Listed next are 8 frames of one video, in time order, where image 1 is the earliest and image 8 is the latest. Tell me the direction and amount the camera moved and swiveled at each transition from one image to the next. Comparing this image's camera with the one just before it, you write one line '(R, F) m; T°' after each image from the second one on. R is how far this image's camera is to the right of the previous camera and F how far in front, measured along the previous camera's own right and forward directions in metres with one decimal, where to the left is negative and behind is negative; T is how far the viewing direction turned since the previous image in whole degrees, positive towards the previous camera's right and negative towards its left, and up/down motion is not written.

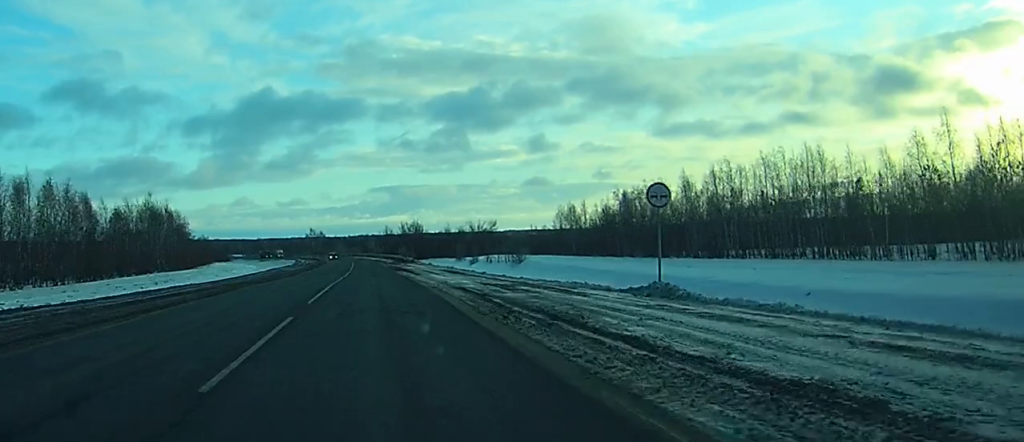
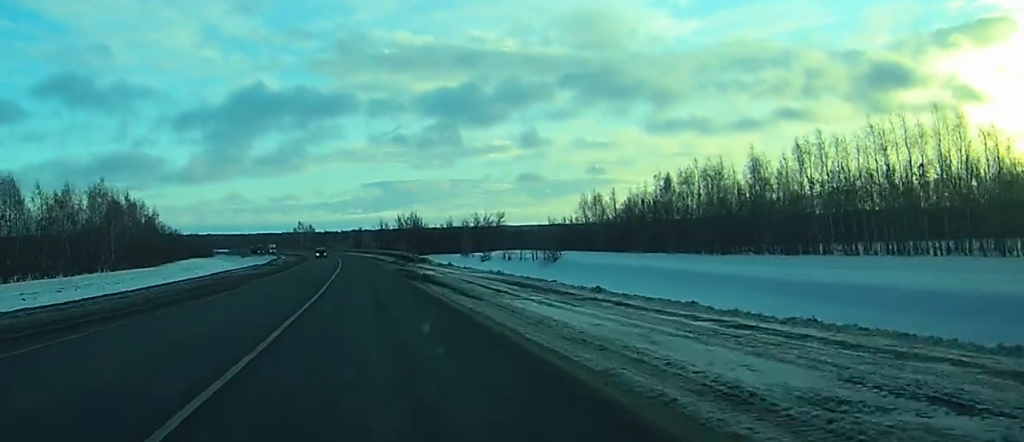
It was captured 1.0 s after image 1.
(-0.2, +28.7) m; 0°
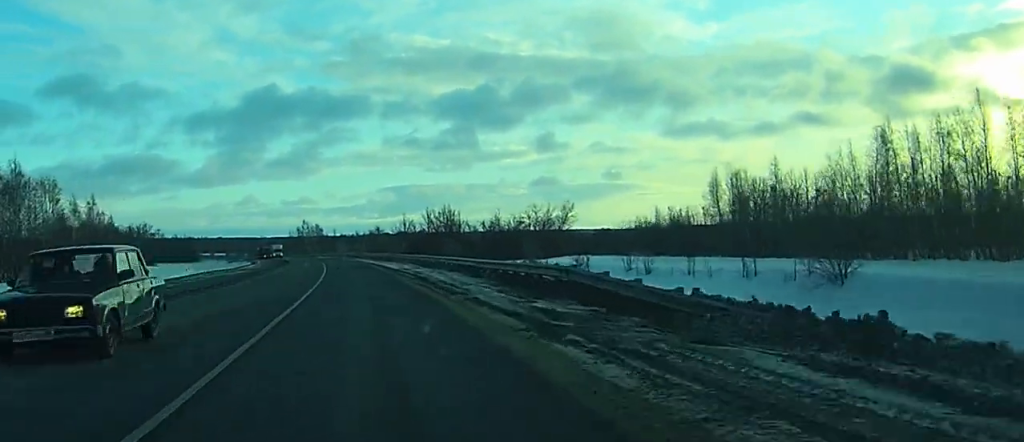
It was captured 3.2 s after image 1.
(-0.3, +64.1) m; -1°
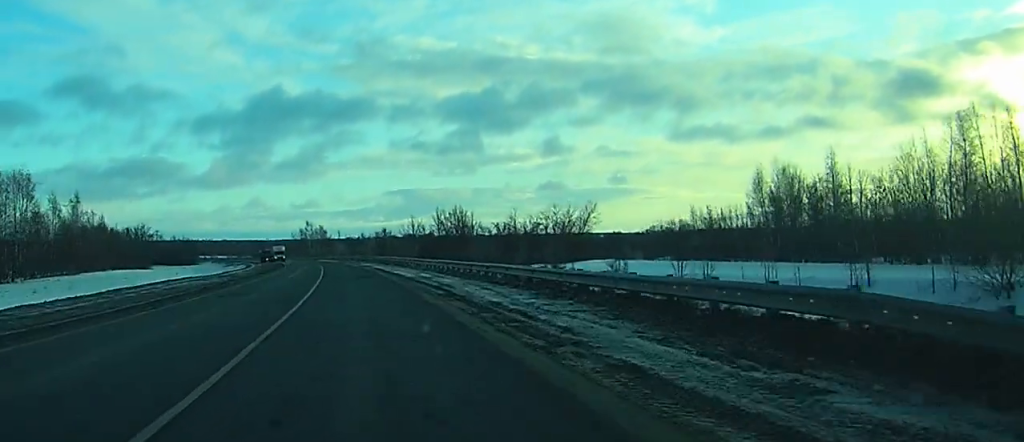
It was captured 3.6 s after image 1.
(0.0, +12.9) m; 0°
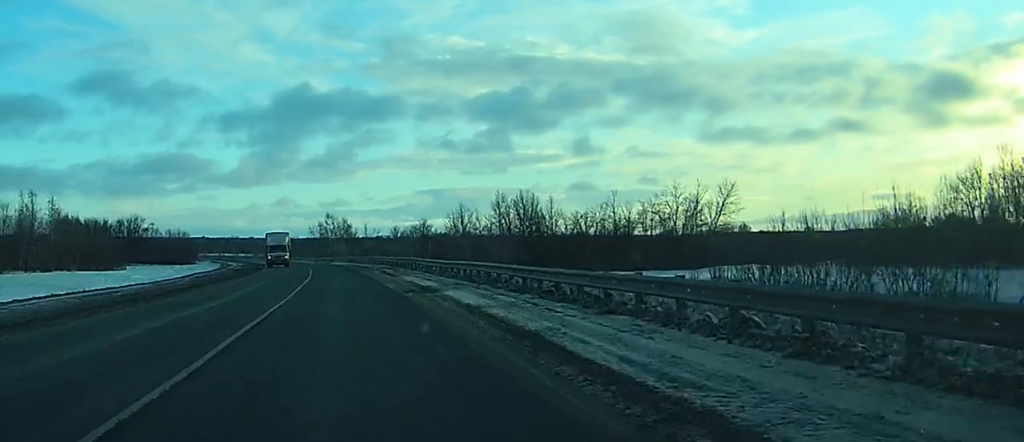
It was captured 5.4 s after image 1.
(-0.6, +55.0) m; -1°
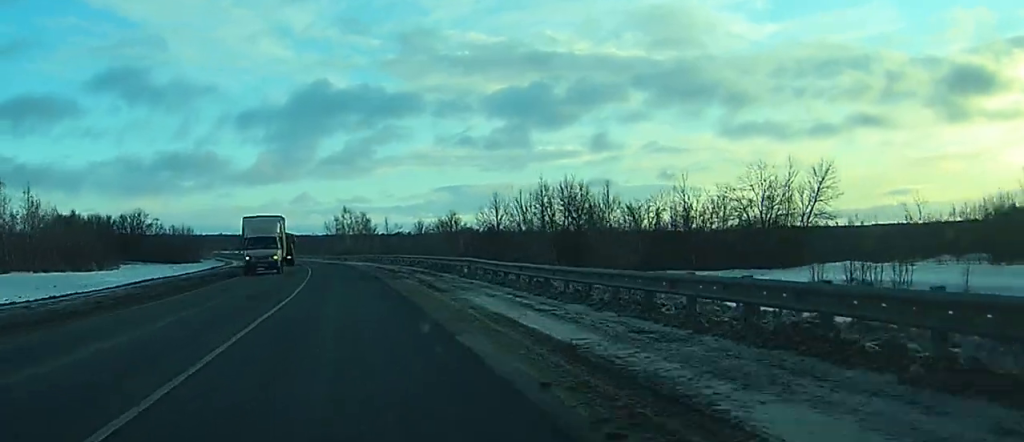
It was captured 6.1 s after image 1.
(0.0, +22.0) m; -1°
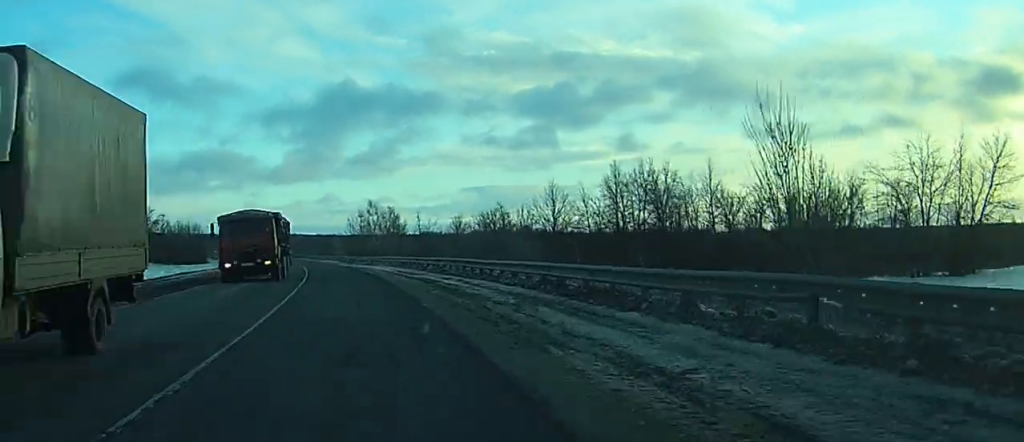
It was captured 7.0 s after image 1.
(-0.3, +25.6) m; -2°
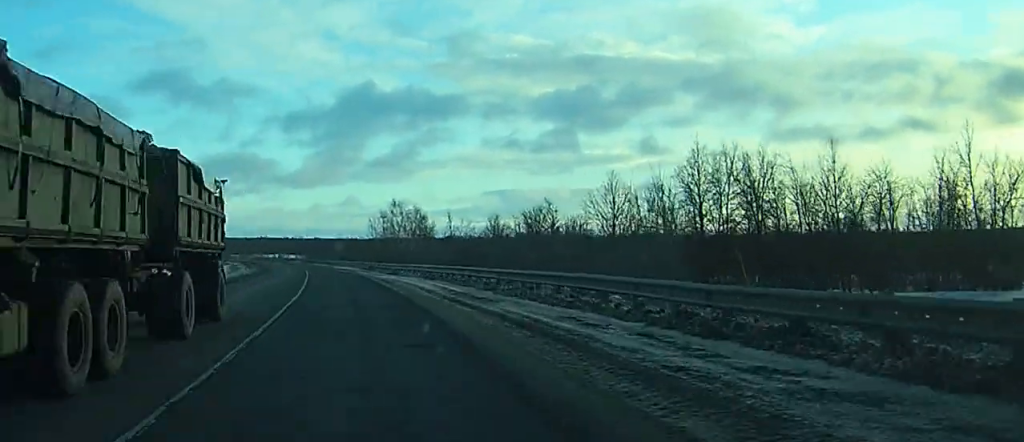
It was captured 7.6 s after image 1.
(-0.7, +17.8) m; -2°
